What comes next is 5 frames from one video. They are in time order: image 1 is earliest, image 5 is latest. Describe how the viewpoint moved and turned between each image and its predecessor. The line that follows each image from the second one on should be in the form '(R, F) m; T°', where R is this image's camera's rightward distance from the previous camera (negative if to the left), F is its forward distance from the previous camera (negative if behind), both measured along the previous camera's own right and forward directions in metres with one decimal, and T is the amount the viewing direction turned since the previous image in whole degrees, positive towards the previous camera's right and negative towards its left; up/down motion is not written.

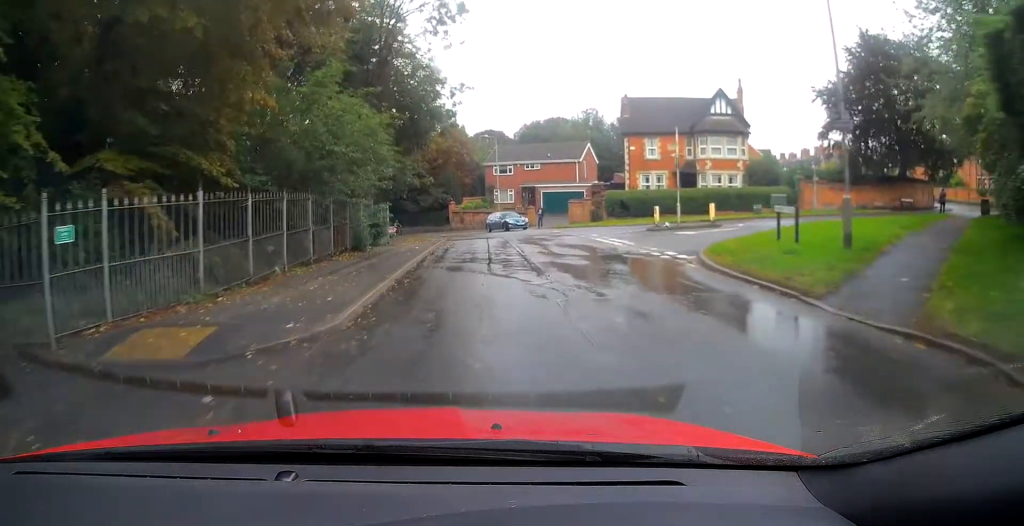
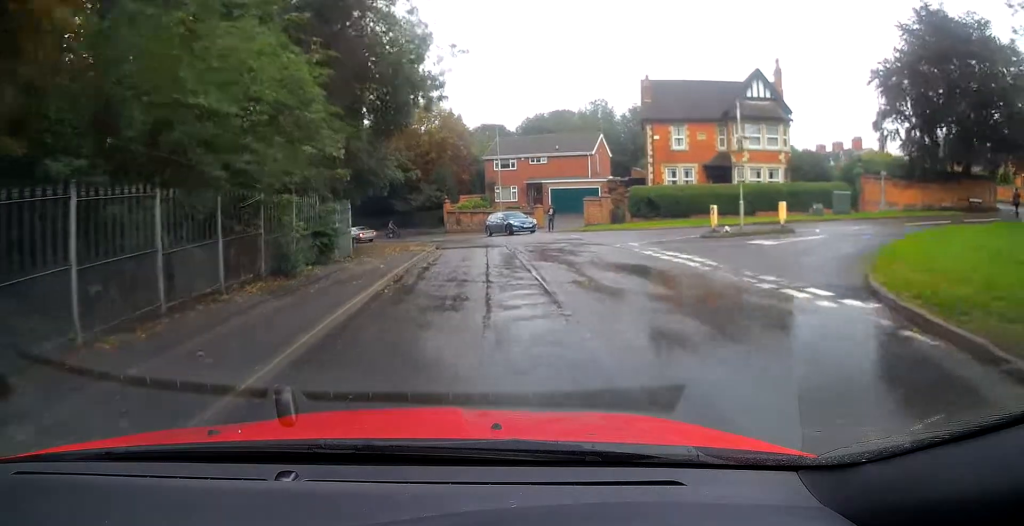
(-0.1, +8.1) m; +1°
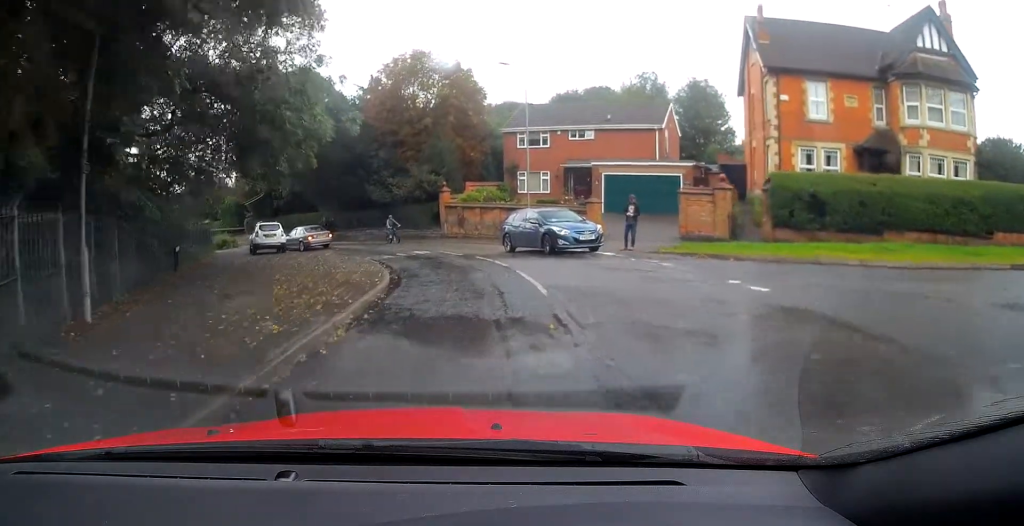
(+0.1, +21.0) m; 0°
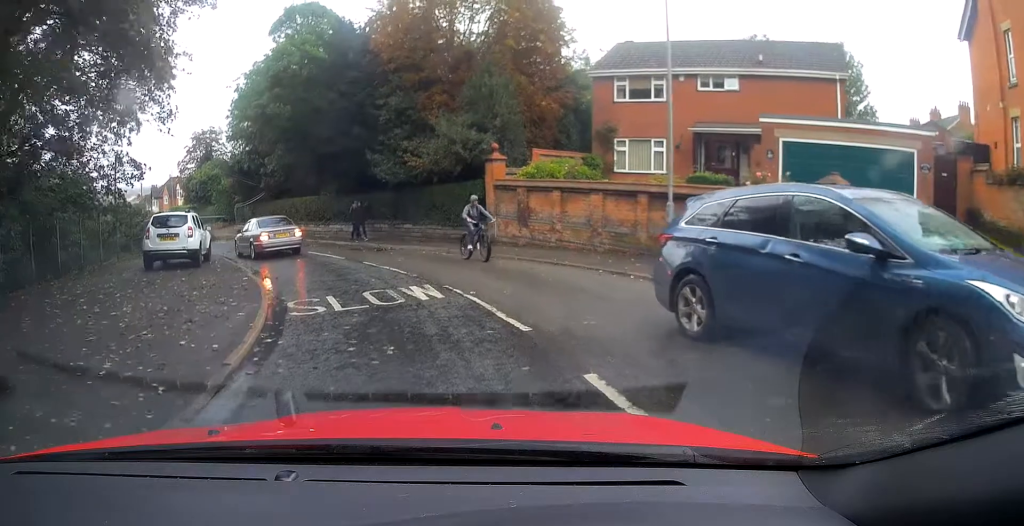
(-0.6, +18.9) m; -1°
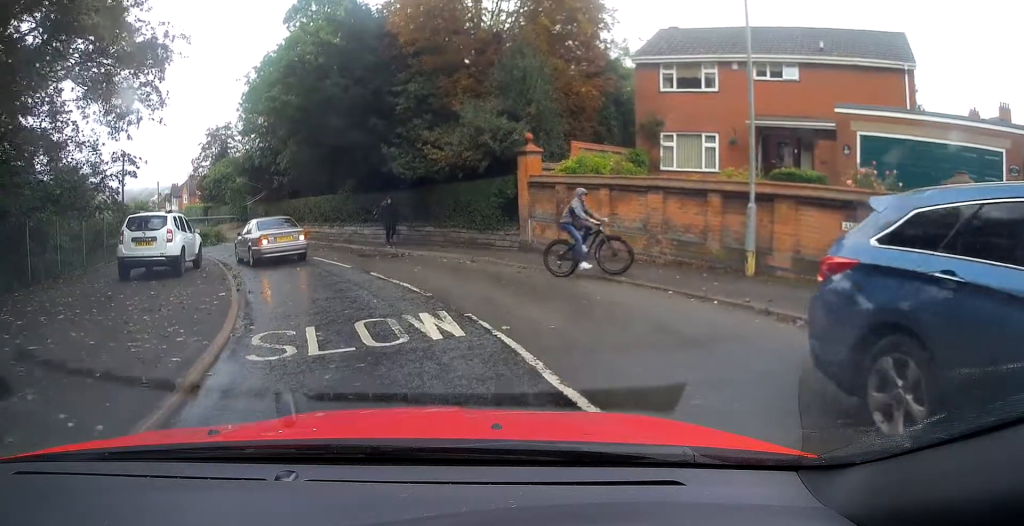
(+0.4, +3.4) m; +4°
